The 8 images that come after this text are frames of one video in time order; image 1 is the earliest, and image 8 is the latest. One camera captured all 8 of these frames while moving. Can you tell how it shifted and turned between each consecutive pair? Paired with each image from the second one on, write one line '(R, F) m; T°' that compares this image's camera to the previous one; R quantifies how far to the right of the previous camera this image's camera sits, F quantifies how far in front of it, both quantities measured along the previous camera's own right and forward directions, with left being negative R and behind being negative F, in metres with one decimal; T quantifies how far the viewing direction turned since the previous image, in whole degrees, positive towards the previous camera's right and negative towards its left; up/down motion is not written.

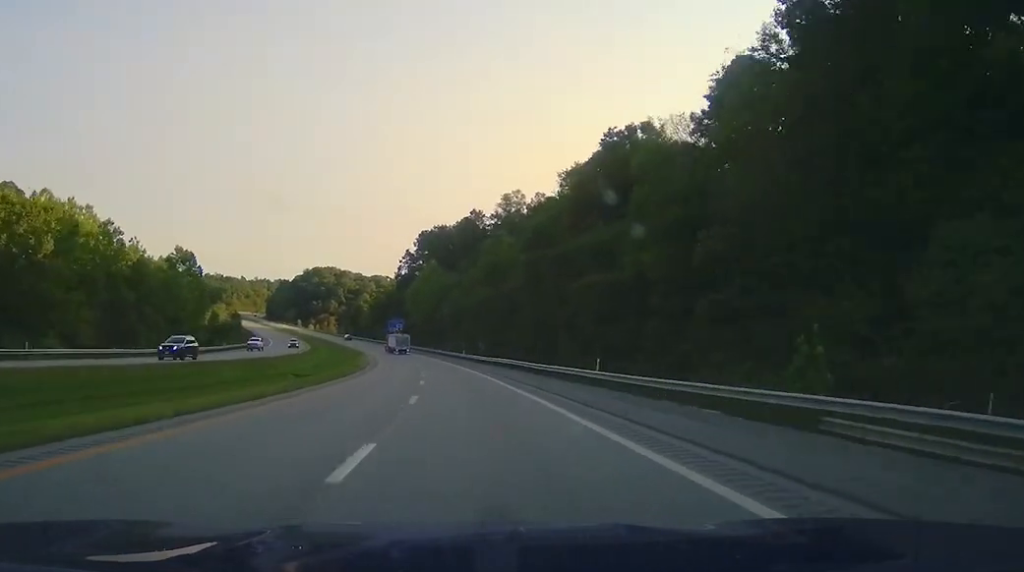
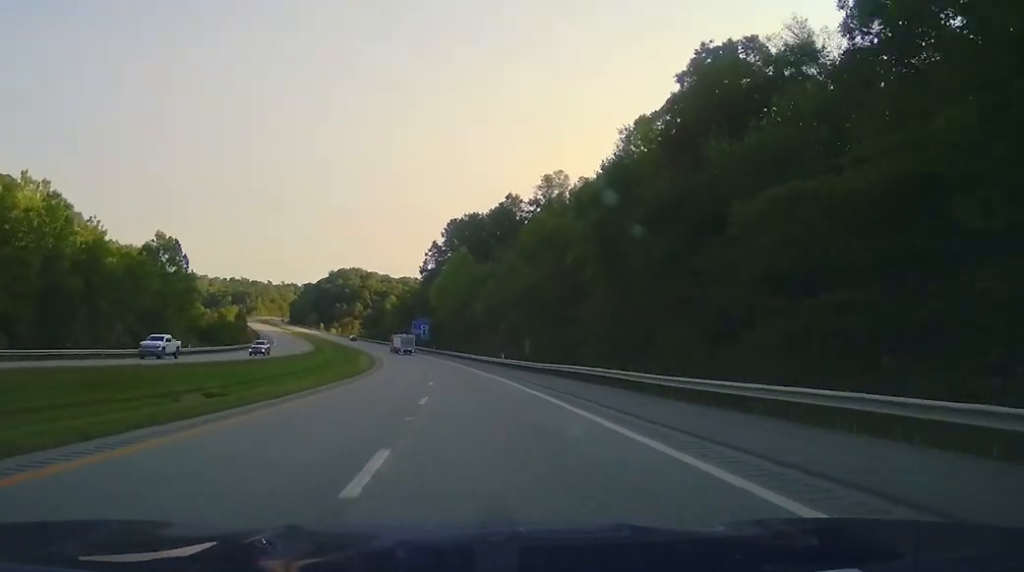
(0.0, +25.5) m; 0°
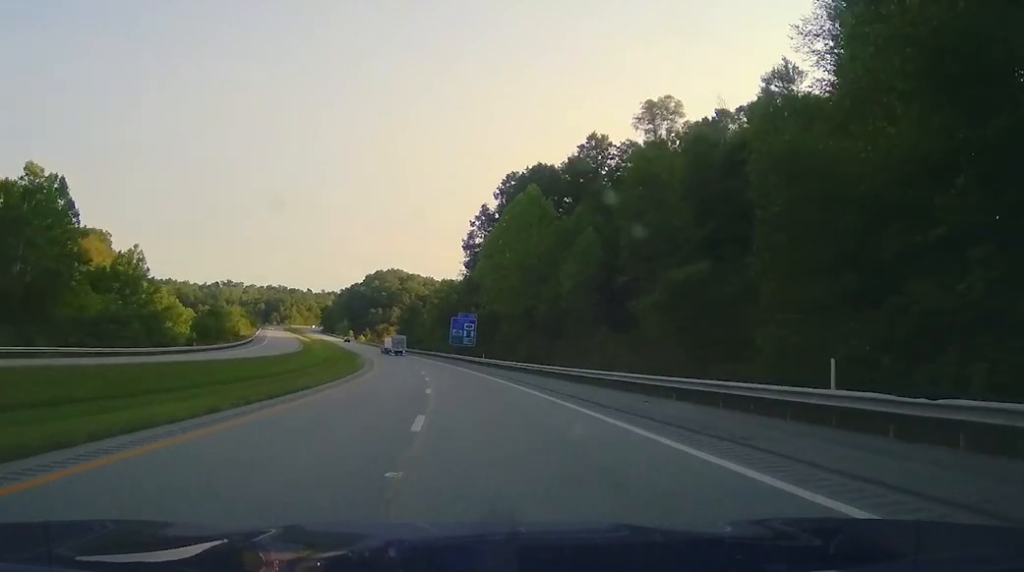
(-2.0, +55.5) m; -7°
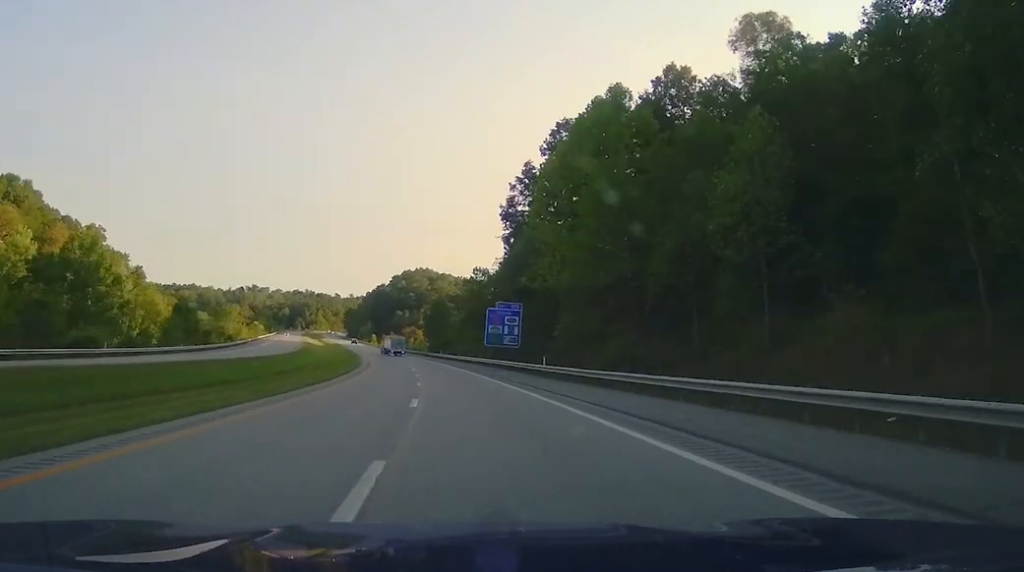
(-1.9, +31.1) m; -5°
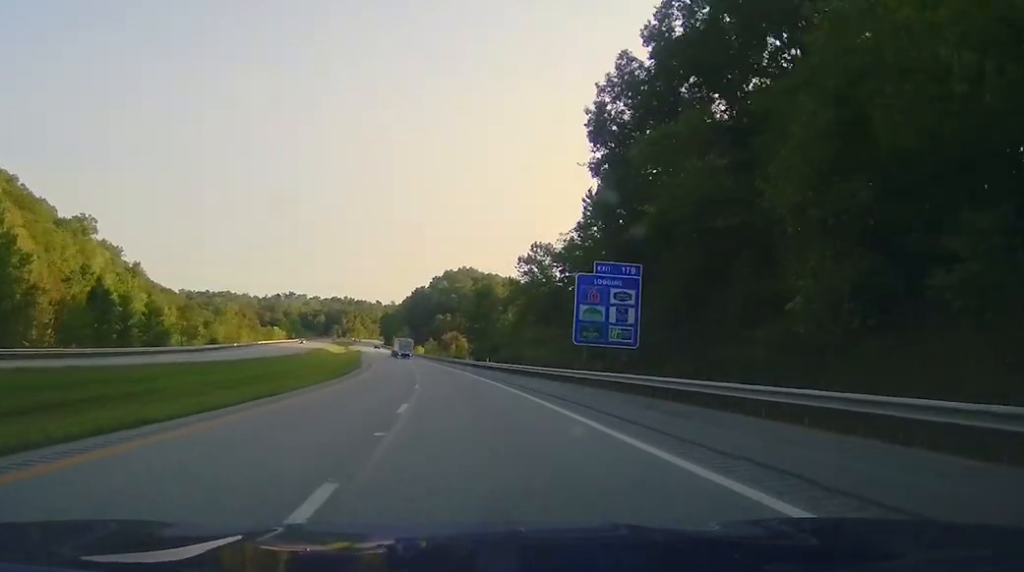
(-1.1, +38.4) m; -2°
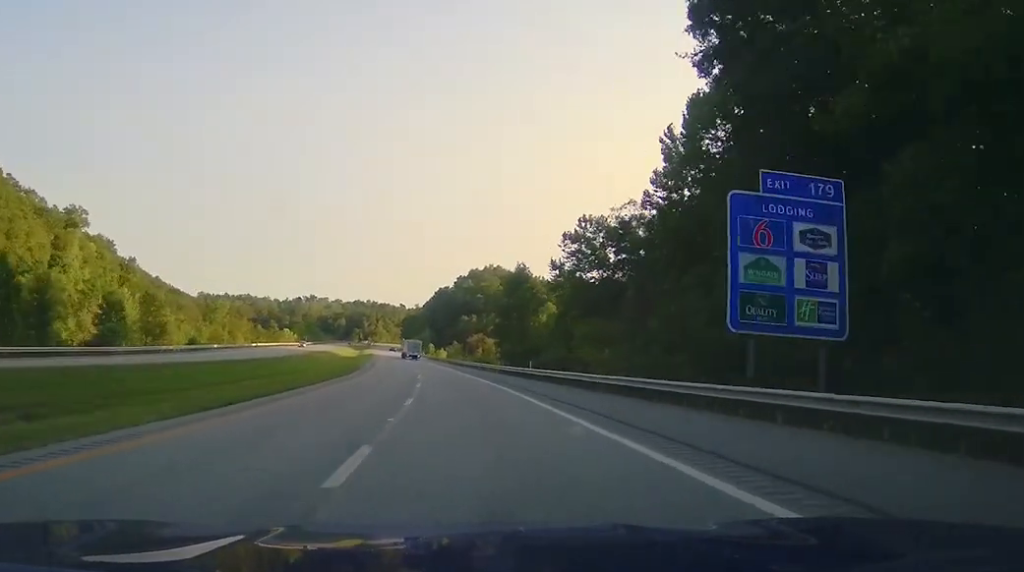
(0.0, +21.7) m; 0°
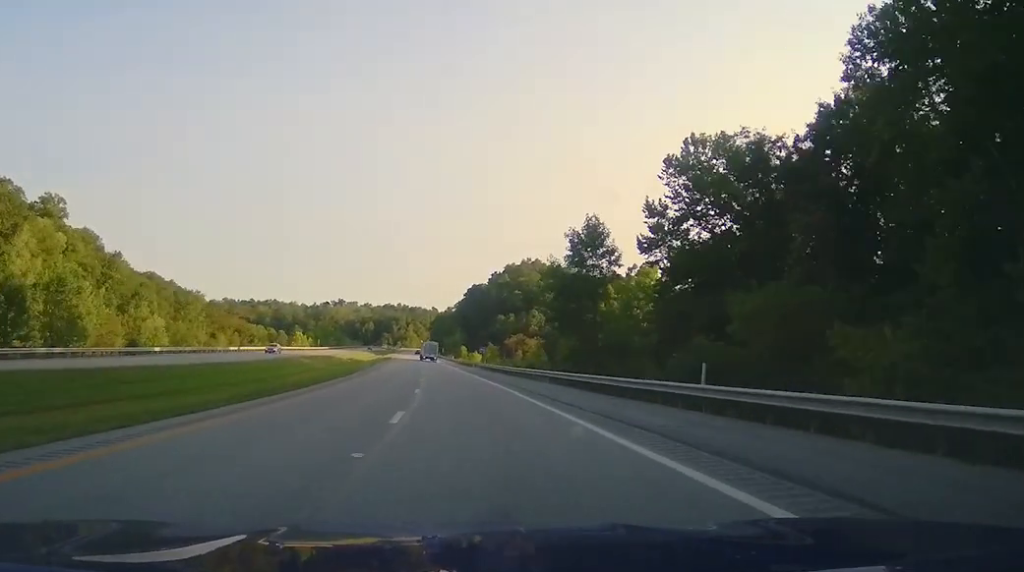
(0.0, +29.8) m; -2°
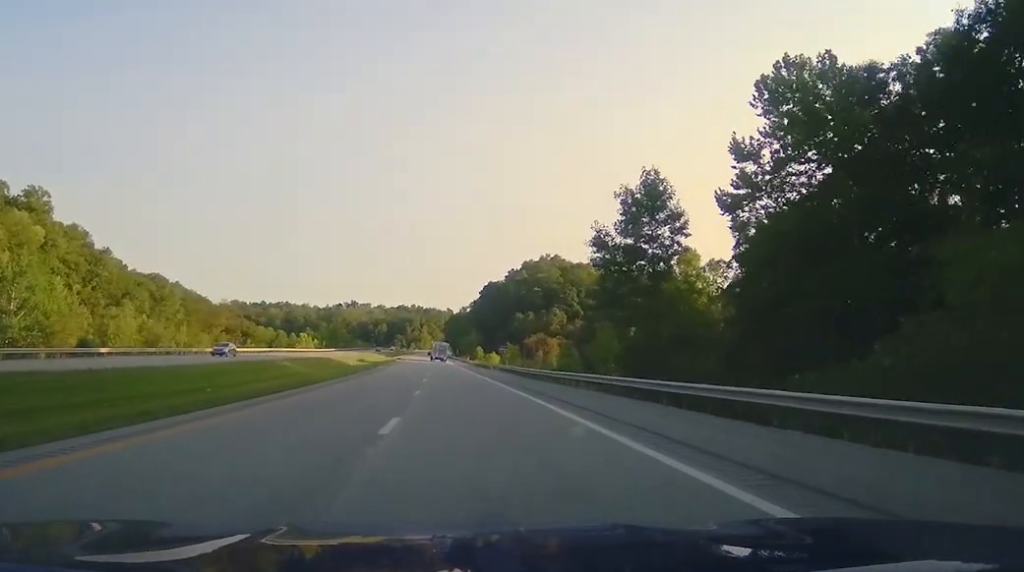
(+0.5, +14.3) m; -2°
